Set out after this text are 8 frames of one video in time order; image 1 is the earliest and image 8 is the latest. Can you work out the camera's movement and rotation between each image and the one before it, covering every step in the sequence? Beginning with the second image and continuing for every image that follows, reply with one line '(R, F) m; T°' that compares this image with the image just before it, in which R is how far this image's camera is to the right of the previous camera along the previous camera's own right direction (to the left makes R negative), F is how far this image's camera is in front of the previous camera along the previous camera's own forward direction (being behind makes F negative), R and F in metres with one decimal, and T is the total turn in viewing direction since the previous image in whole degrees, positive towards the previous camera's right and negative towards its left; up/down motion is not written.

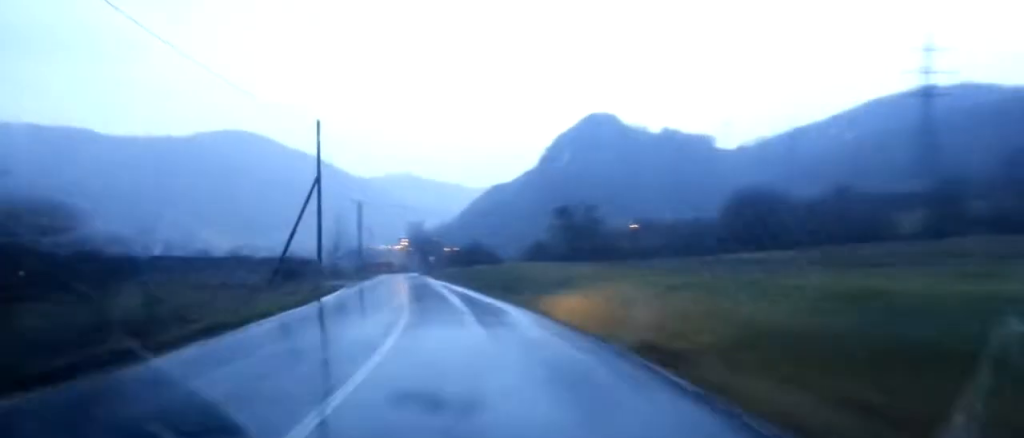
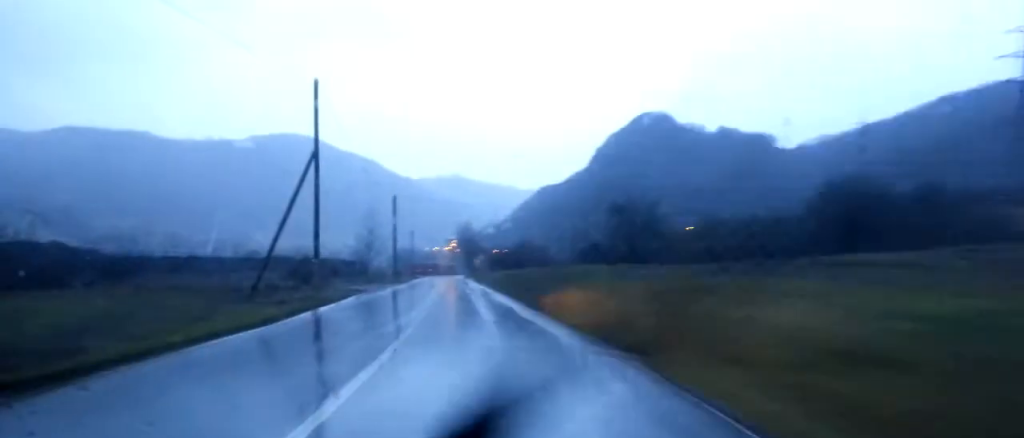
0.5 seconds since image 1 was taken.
(-0.2, +8.7) m; -2°
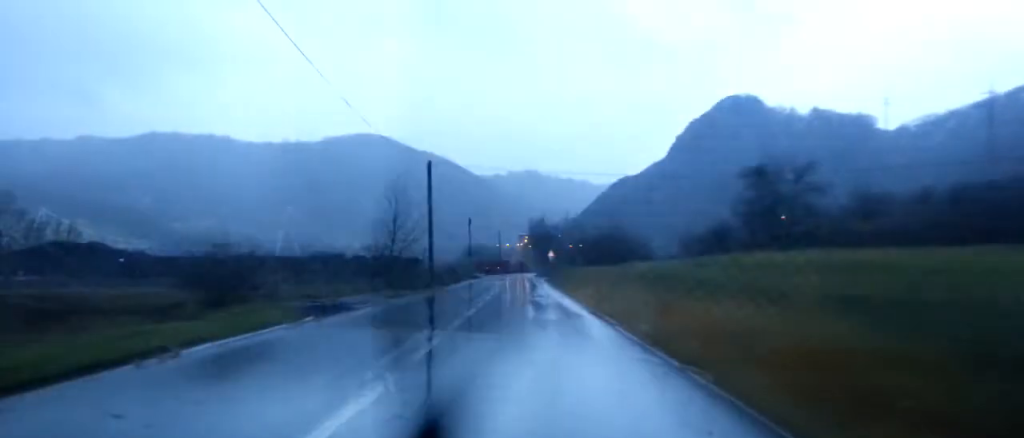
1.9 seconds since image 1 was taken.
(-1.1, +21.3) m; -6°
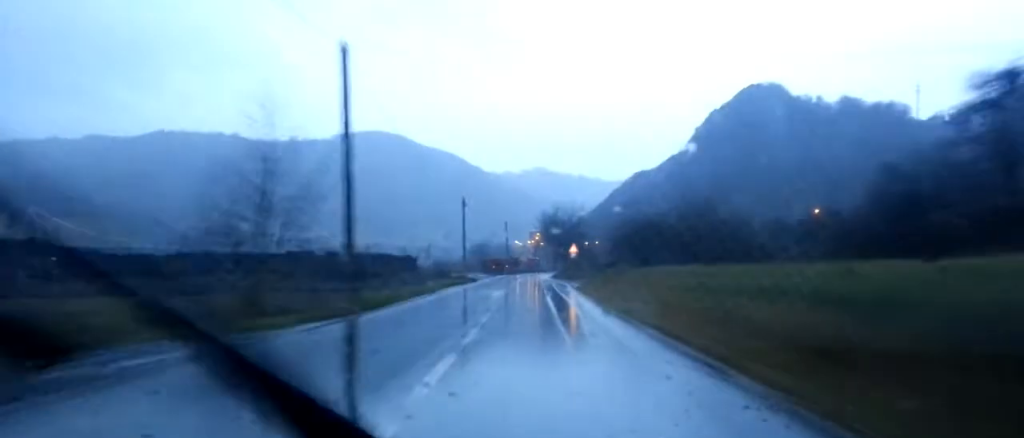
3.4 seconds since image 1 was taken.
(-1.0, +24.7) m; -4°
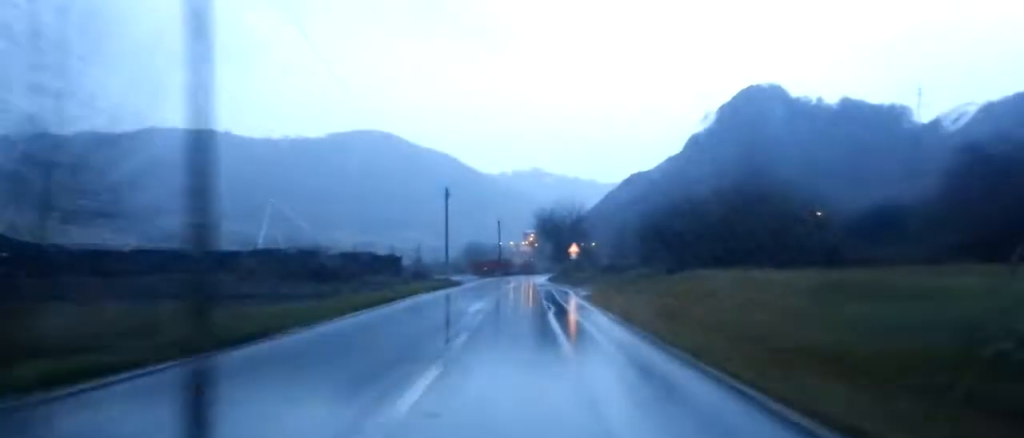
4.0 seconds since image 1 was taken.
(-0.1, +9.9) m; 0°
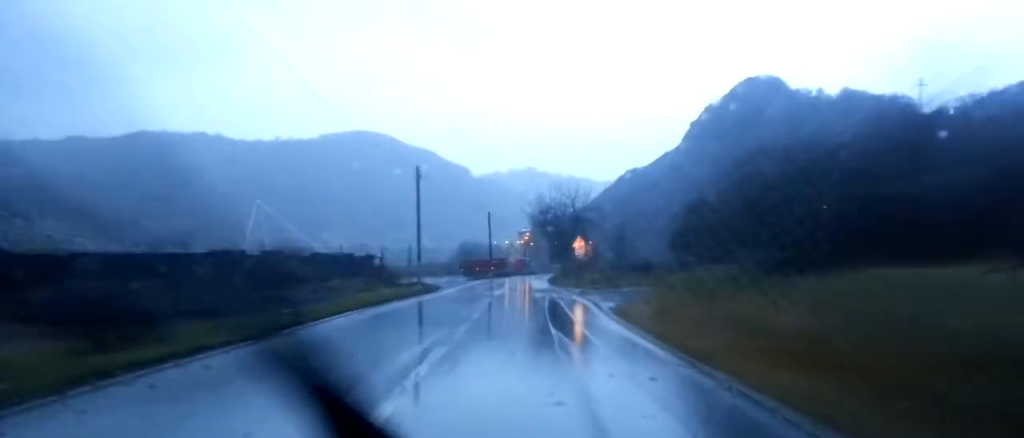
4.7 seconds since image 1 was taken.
(-0.1, +12.2) m; -1°
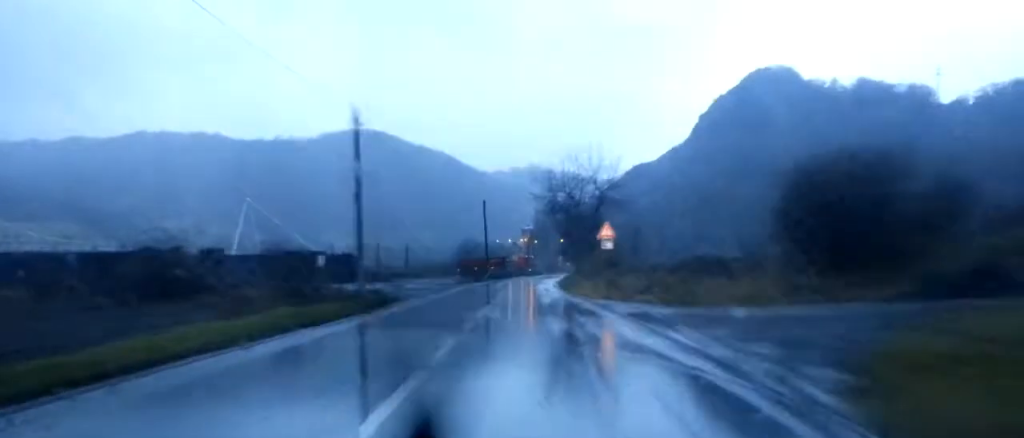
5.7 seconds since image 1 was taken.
(-0.1, +16.7) m; -1°
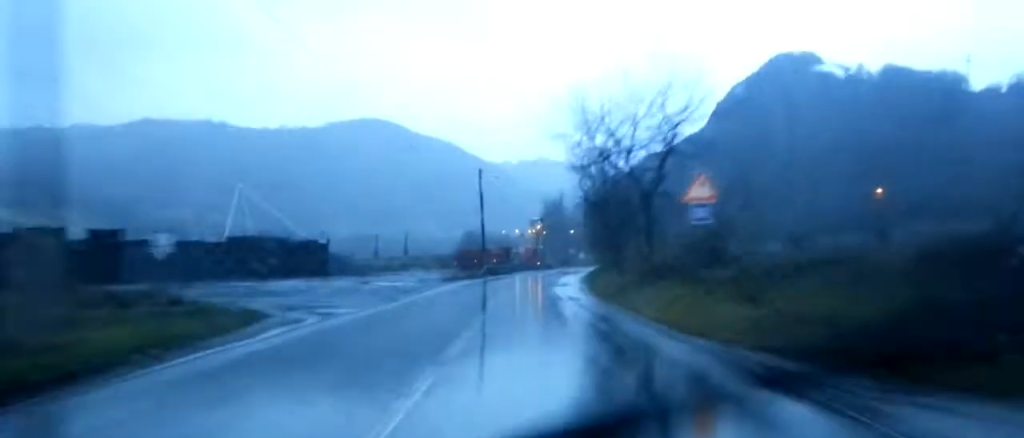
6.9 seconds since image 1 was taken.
(-0.1, +18.7) m; -1°
